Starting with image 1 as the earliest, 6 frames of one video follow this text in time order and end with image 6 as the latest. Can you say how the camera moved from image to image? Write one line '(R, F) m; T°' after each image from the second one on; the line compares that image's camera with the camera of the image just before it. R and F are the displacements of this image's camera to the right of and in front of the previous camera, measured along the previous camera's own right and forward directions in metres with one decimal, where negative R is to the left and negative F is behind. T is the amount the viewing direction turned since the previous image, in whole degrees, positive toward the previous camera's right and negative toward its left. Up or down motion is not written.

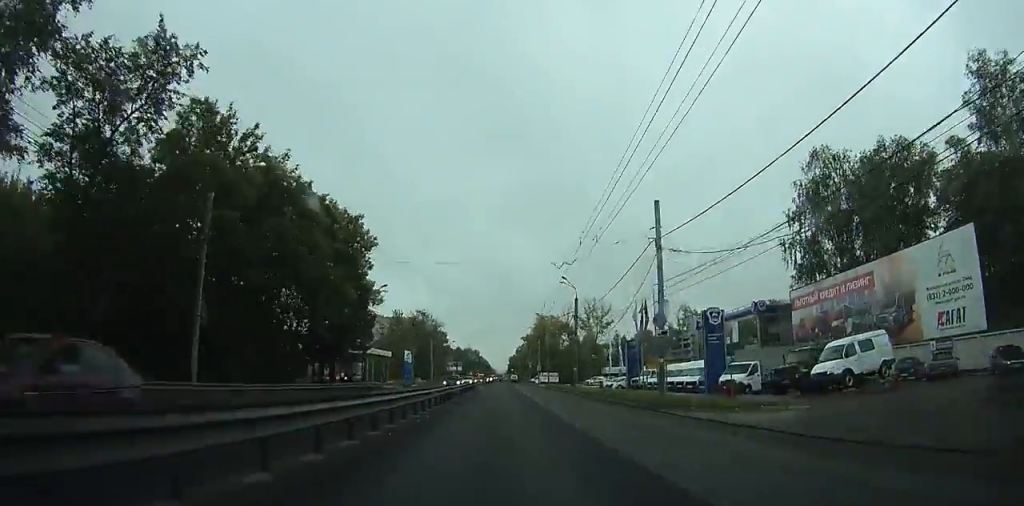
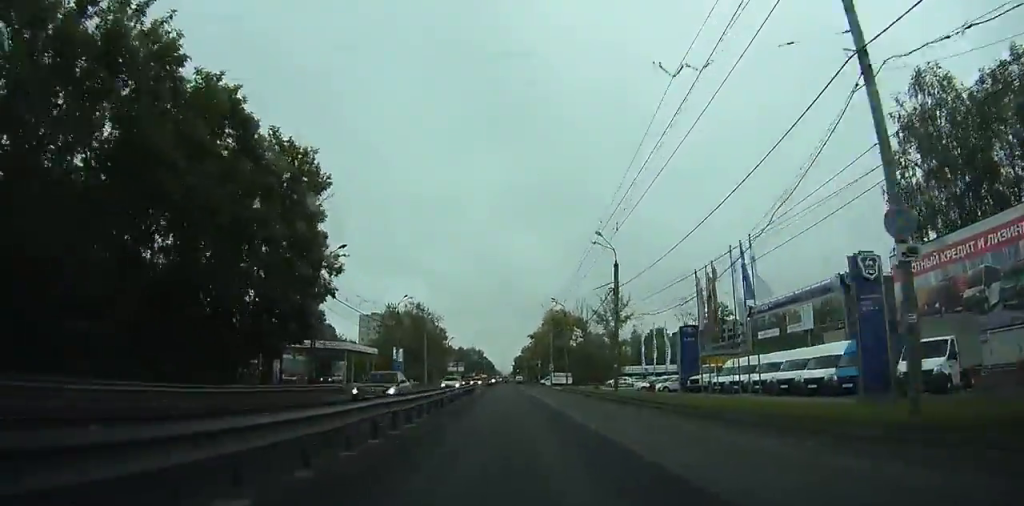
(-0.1, +16.4) m; 0°
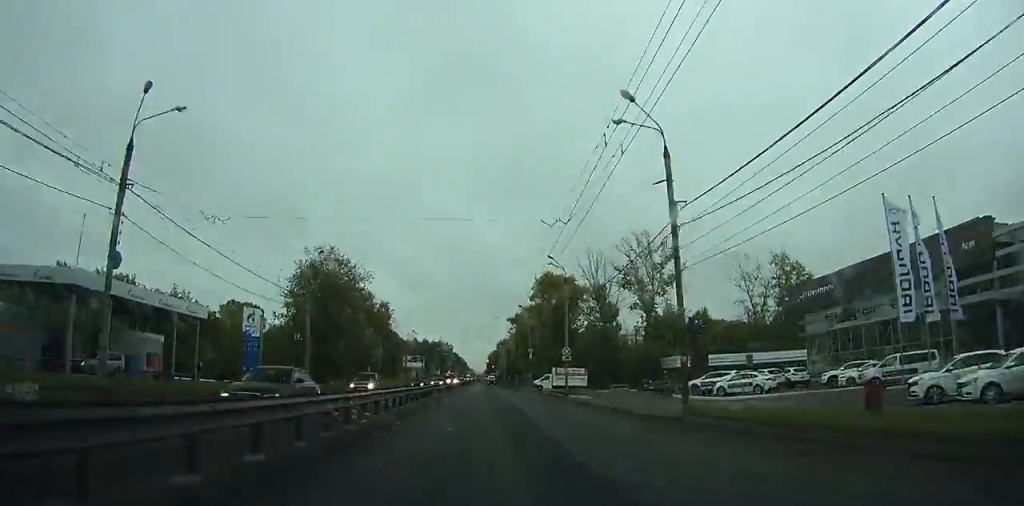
(+0.6, +48.8) m; +1°
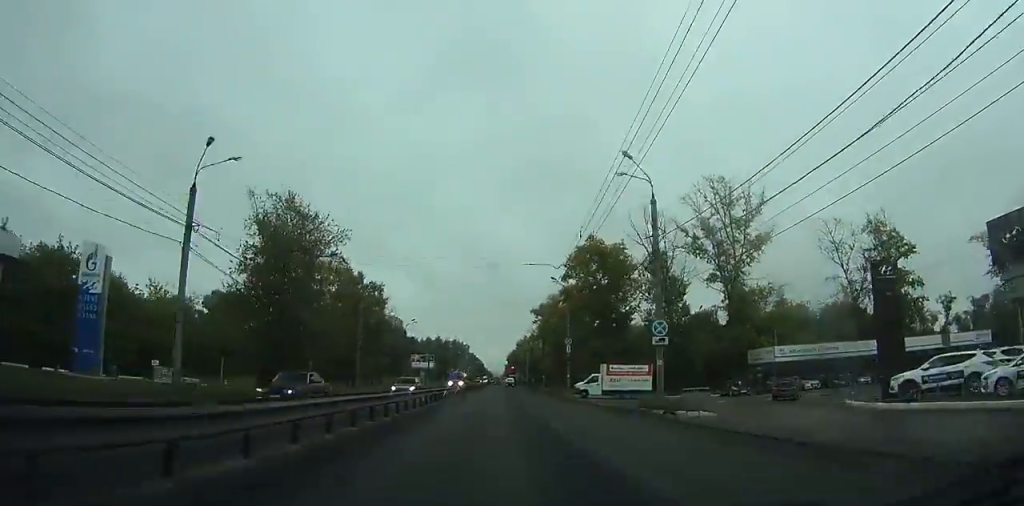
(0.0, +21.7) m; 0°
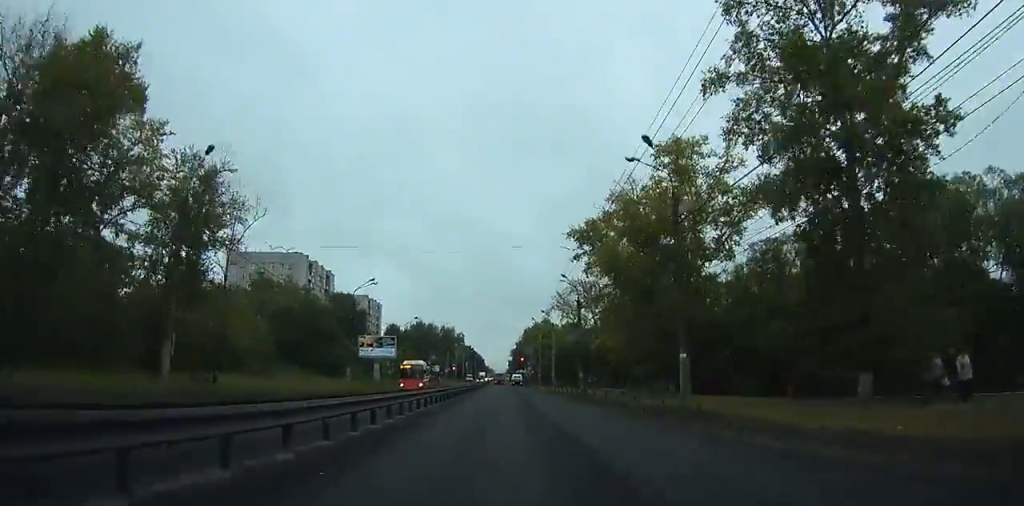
(-1.1, +61.5) m; 0°
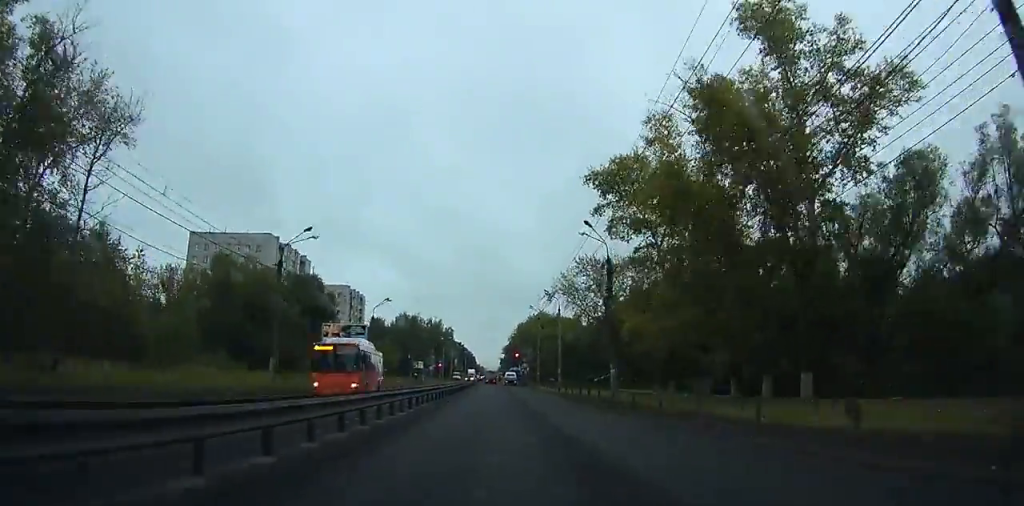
(+0.7, +18.9) m; 0°
